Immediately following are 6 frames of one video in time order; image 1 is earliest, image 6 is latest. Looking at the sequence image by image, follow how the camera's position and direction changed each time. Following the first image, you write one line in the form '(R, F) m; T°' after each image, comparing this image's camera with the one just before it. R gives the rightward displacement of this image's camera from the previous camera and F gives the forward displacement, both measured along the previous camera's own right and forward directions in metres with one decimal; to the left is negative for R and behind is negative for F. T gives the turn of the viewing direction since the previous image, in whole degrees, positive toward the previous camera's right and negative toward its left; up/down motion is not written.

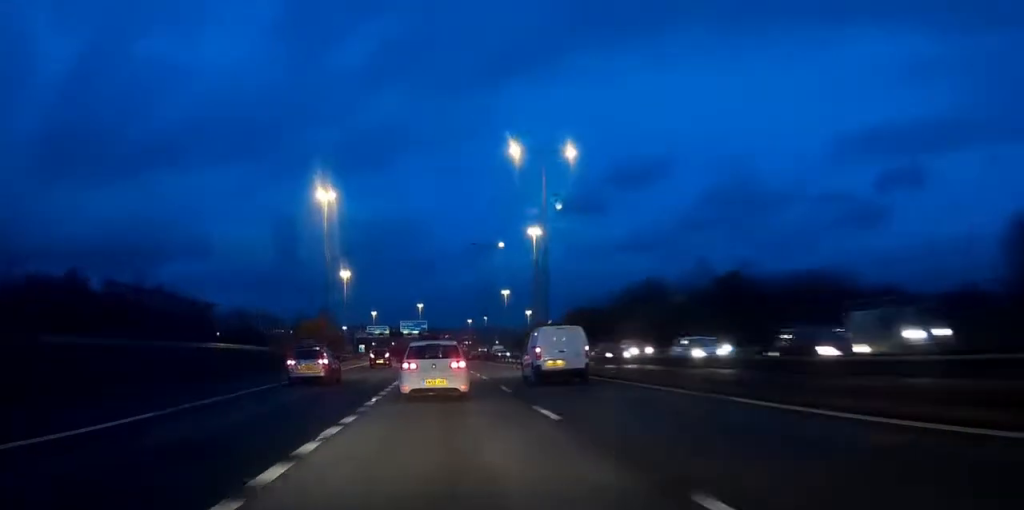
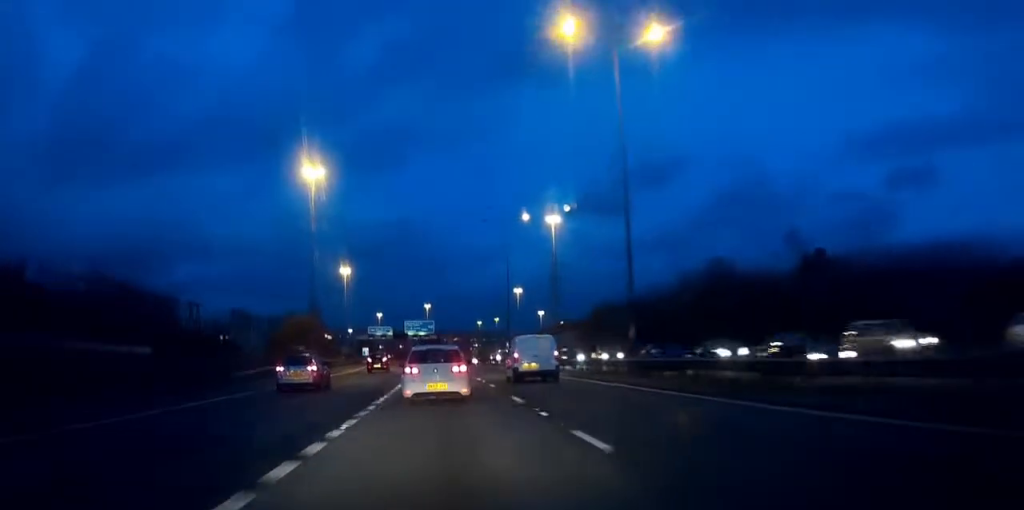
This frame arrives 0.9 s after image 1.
(0.0, +21.7) m; -1°
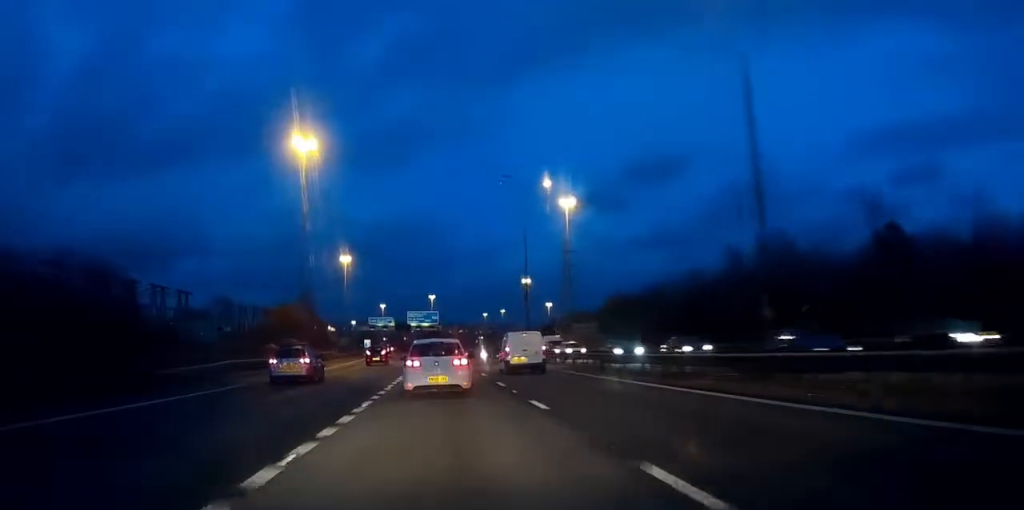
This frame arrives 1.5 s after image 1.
(0.0, +13.2) m; -1°
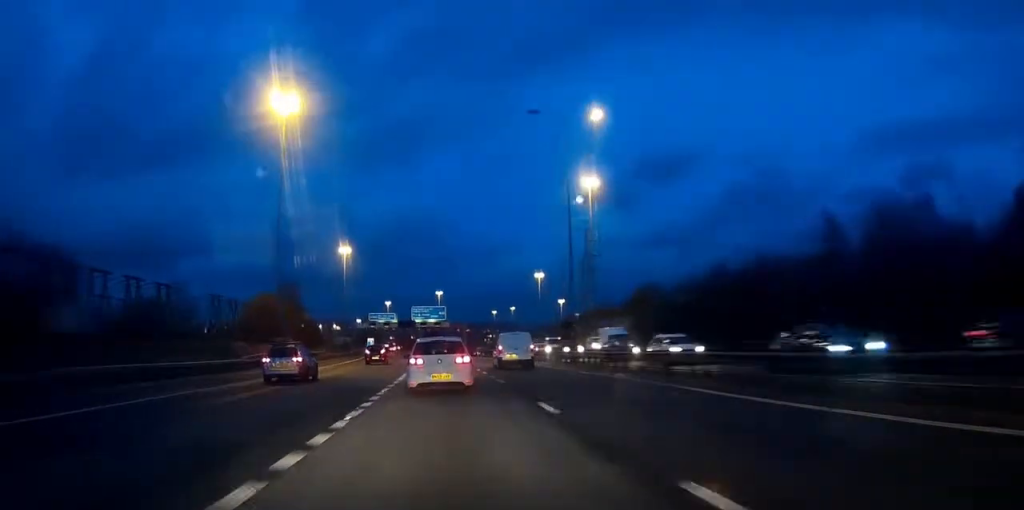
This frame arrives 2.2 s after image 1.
(-0.2, +18.7) m; -1°
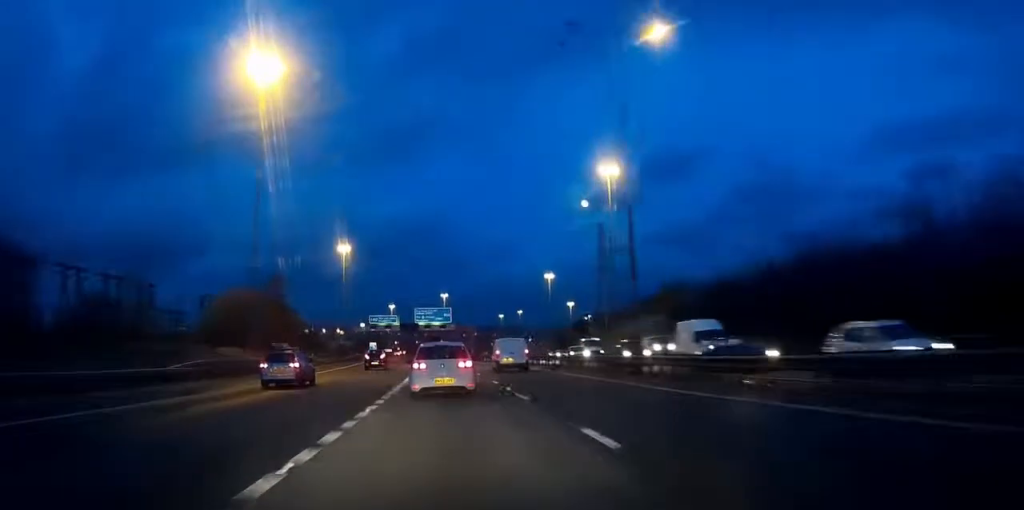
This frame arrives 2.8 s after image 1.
(-0.2, +13.9) m; 0°
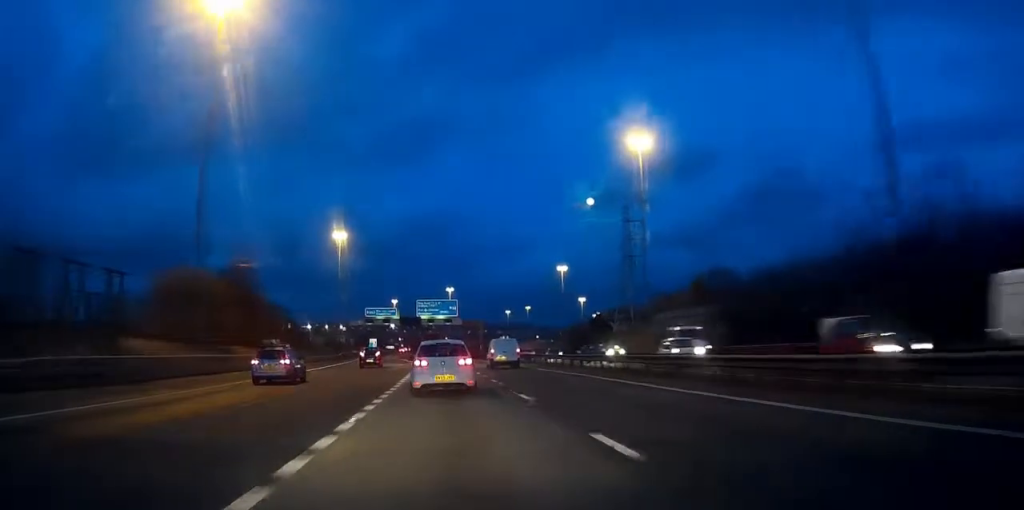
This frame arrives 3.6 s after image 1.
(-0.1, +19.1) m; 0°
